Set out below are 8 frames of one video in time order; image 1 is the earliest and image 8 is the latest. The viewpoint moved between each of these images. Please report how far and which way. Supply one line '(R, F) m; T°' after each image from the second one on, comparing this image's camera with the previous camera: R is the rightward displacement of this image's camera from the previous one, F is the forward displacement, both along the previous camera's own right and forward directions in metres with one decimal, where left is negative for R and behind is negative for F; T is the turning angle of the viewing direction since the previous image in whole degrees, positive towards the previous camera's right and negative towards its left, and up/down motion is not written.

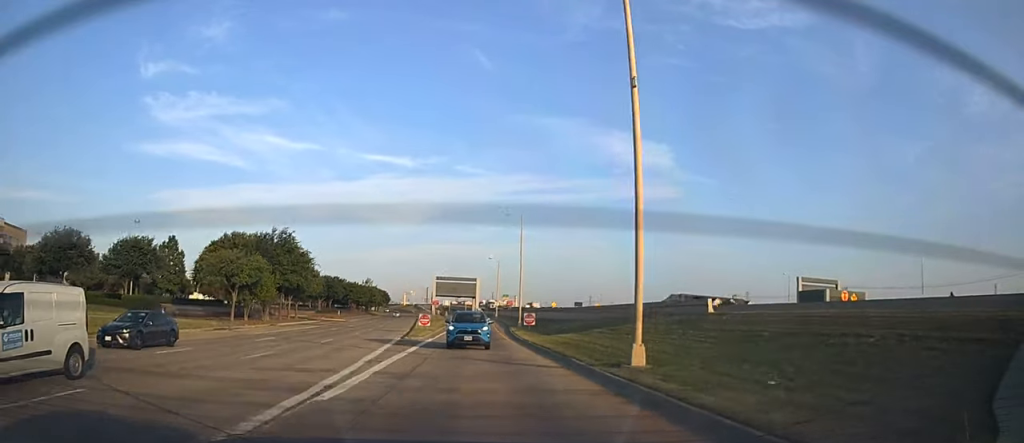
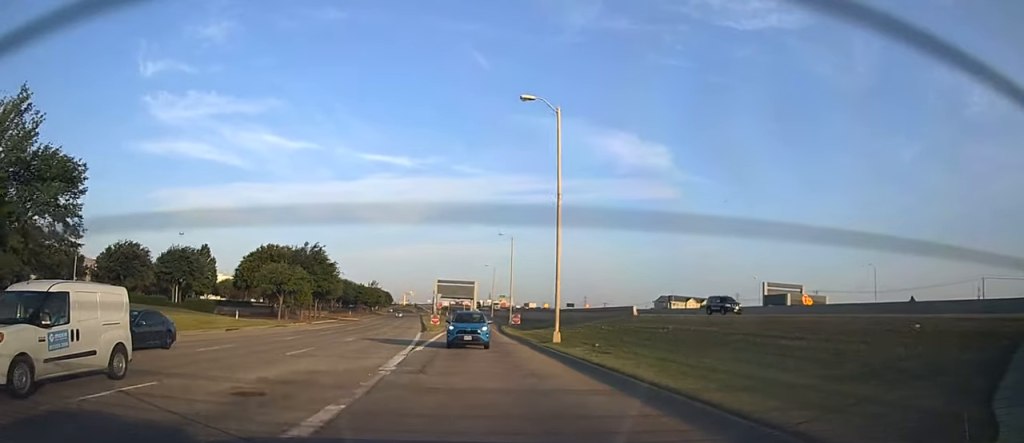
(+0.2, +13.6) m; +1°
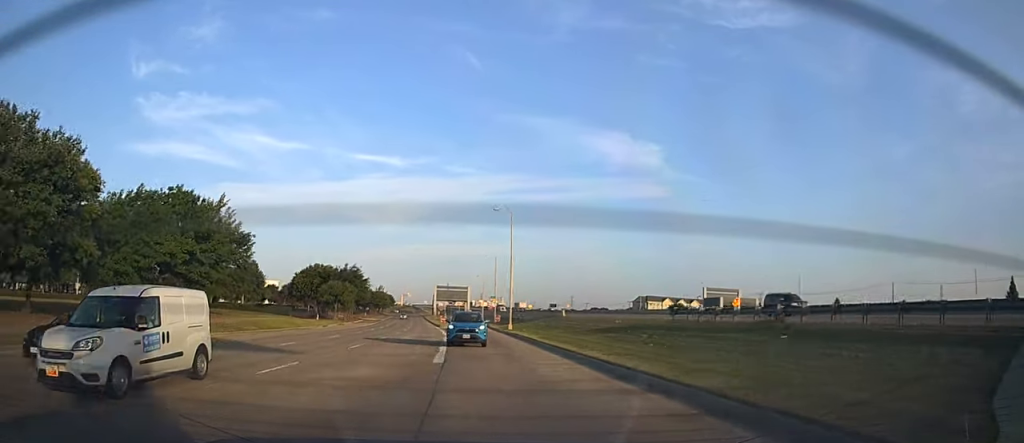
(0.0, +29.8) m; -1°
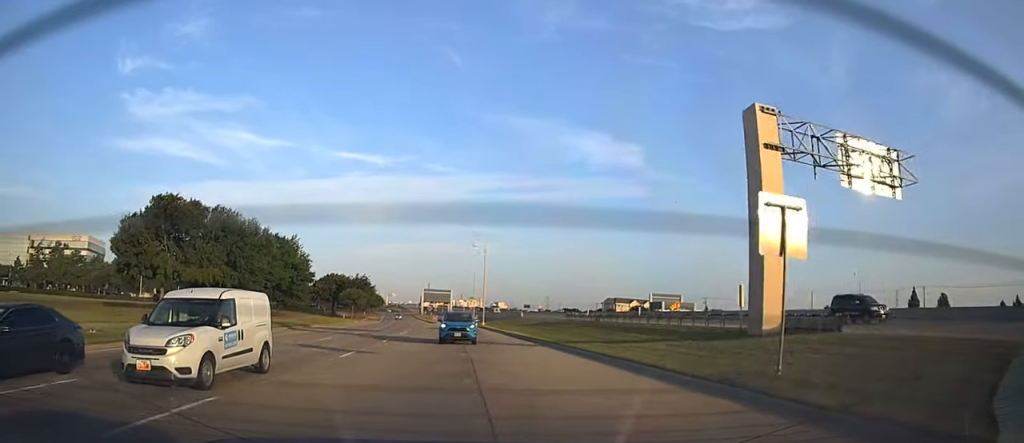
(0.0, +29.5) m; +1°
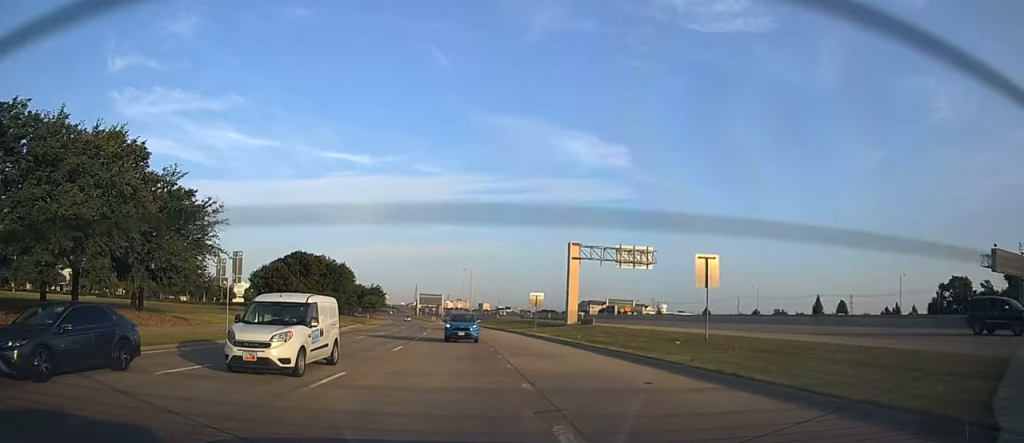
(+0.7, +39.9) m; +2°
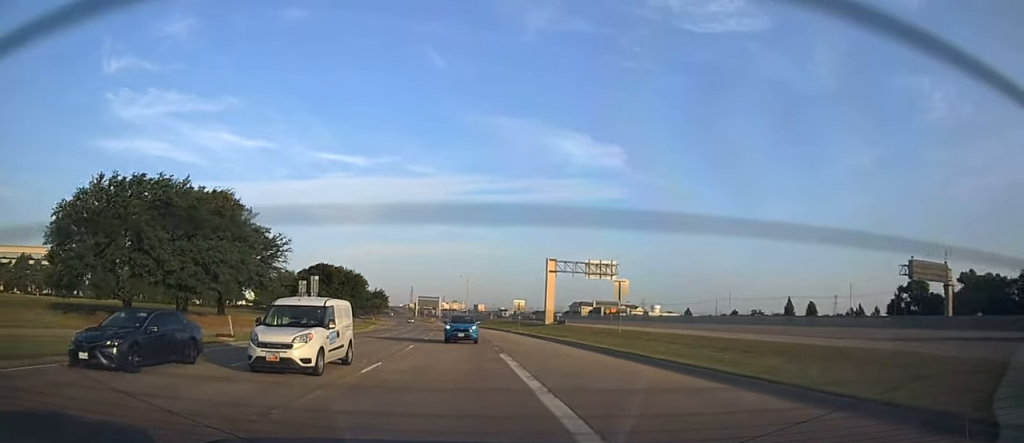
(+0.2, +15.0) m; +1°
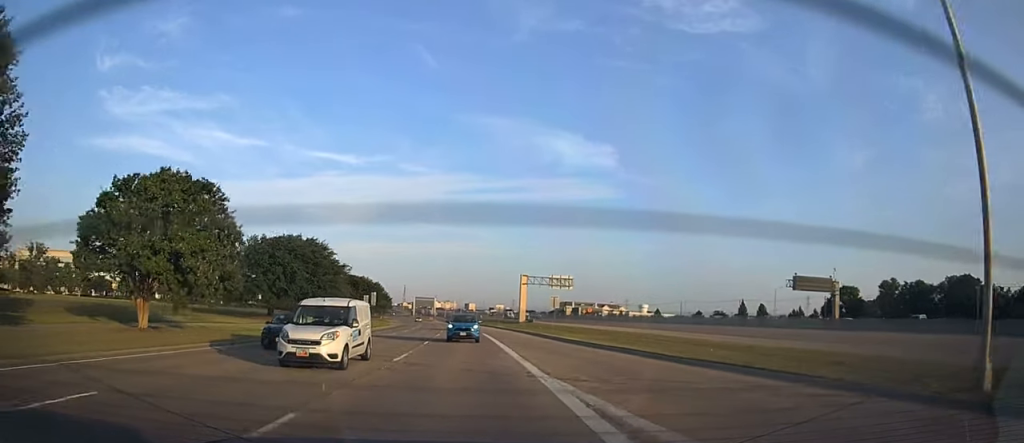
(+0.5, +29.2) m; +1°
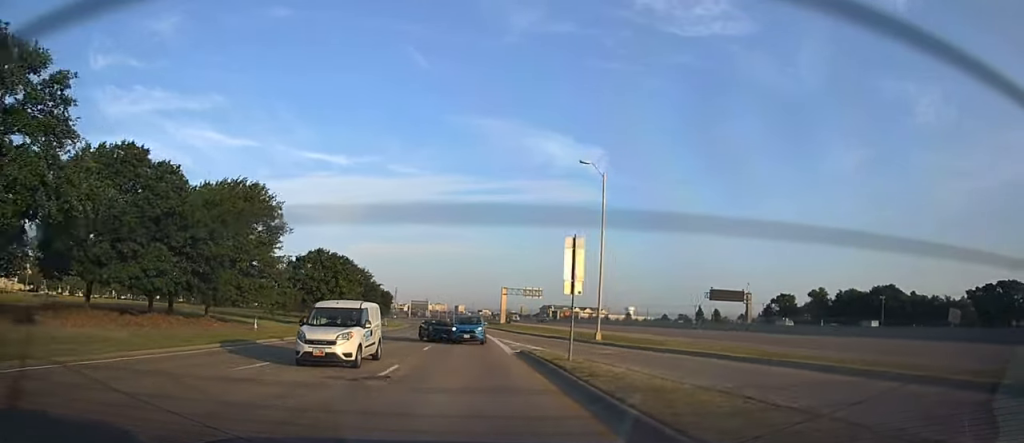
(+0.1, +33.3) m; +1°
